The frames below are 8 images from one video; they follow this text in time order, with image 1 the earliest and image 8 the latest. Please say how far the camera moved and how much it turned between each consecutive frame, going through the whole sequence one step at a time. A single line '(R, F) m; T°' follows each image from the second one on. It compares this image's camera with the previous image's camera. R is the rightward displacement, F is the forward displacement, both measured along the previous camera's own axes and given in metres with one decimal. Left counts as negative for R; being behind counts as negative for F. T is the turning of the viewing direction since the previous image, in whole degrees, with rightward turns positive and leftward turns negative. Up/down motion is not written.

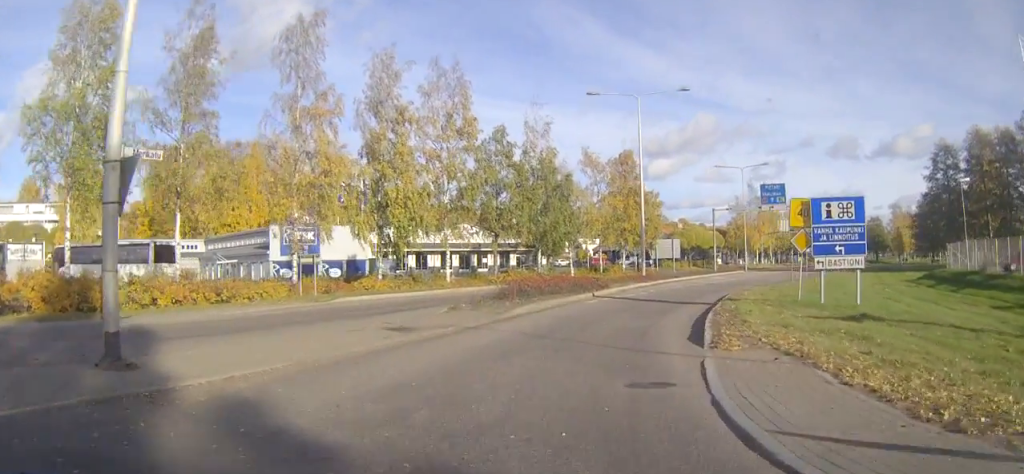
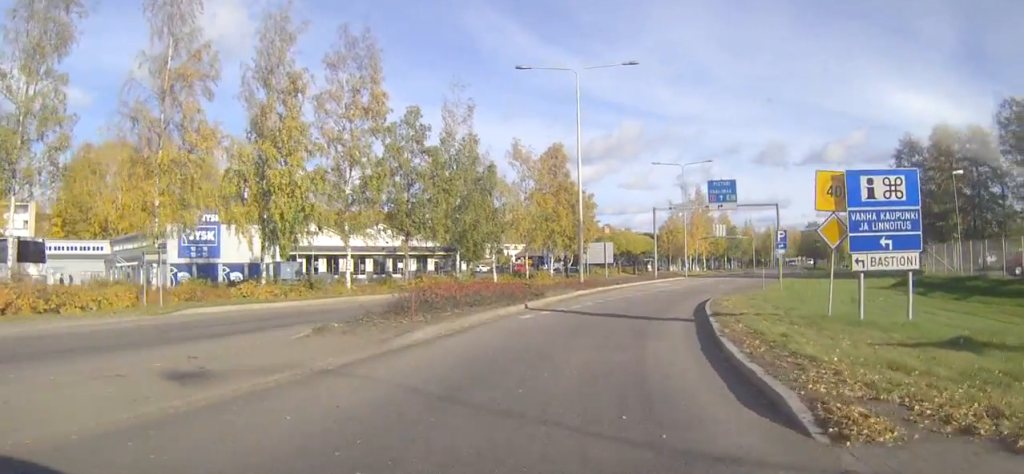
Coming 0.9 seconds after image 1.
(+0.1, +7.3) m; +4°
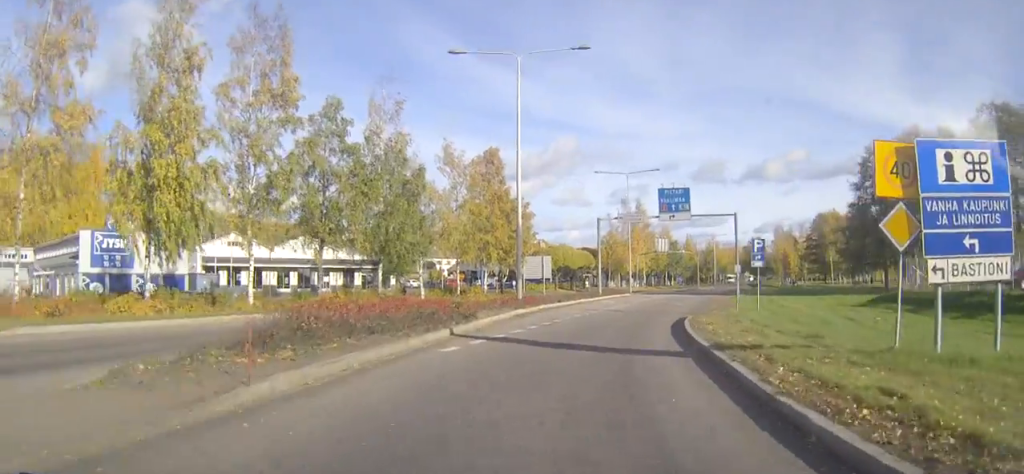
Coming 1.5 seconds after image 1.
(0.0, +5.6) m; +4°
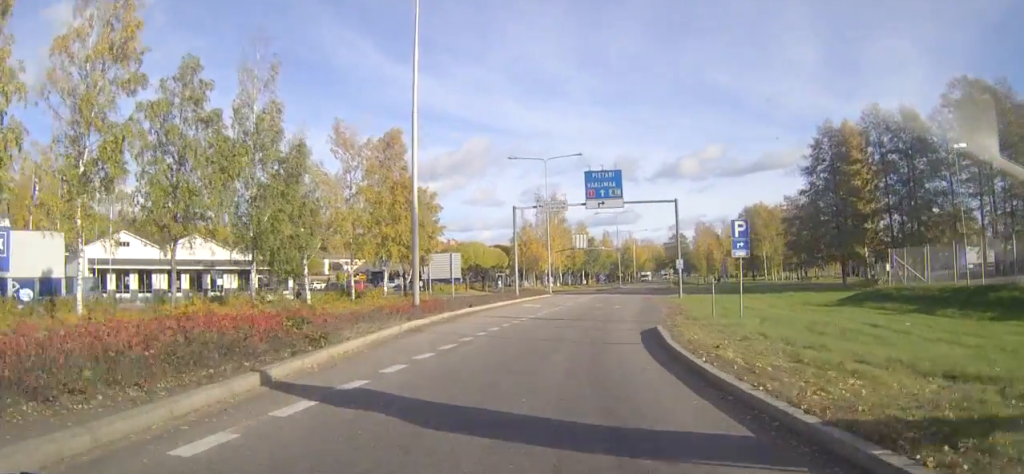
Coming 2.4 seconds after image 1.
(+0.6, +8.3) m; +6°
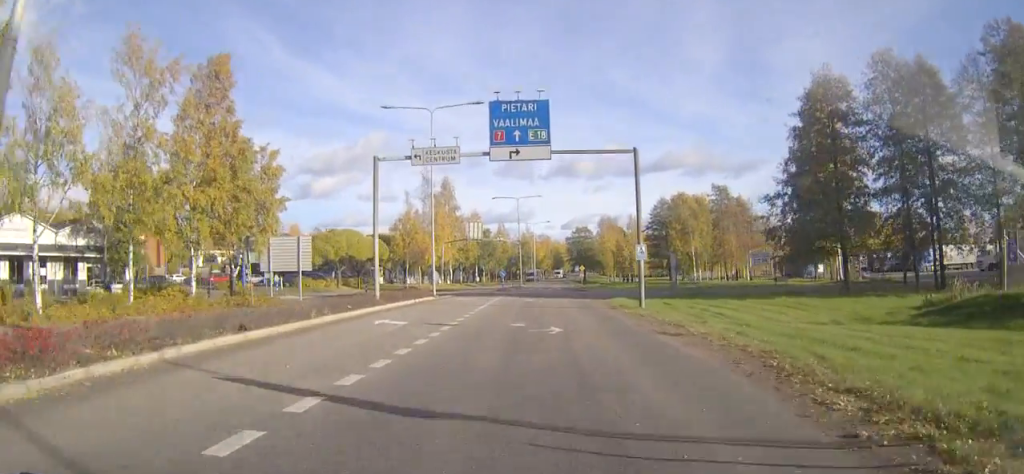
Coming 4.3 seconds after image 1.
(+1.6, +18.7) m; +8°
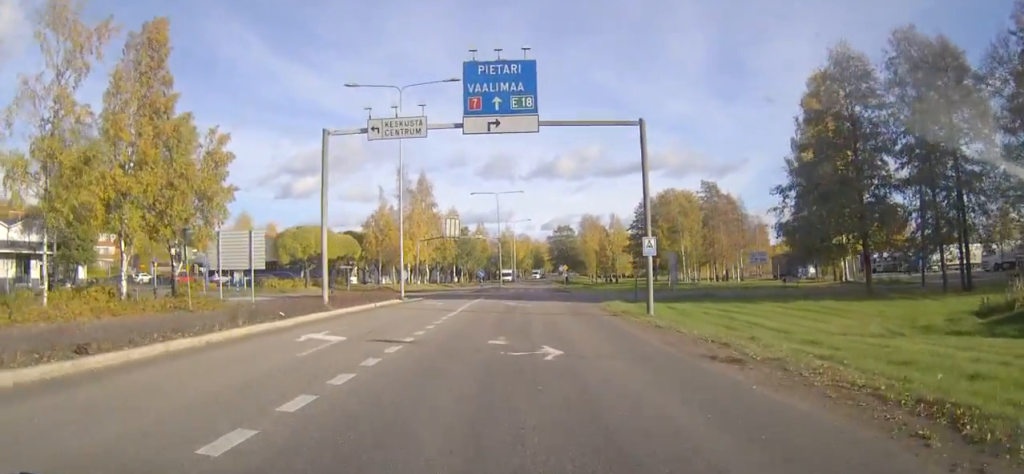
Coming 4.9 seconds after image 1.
(+0.1, +5.8) m; +1°
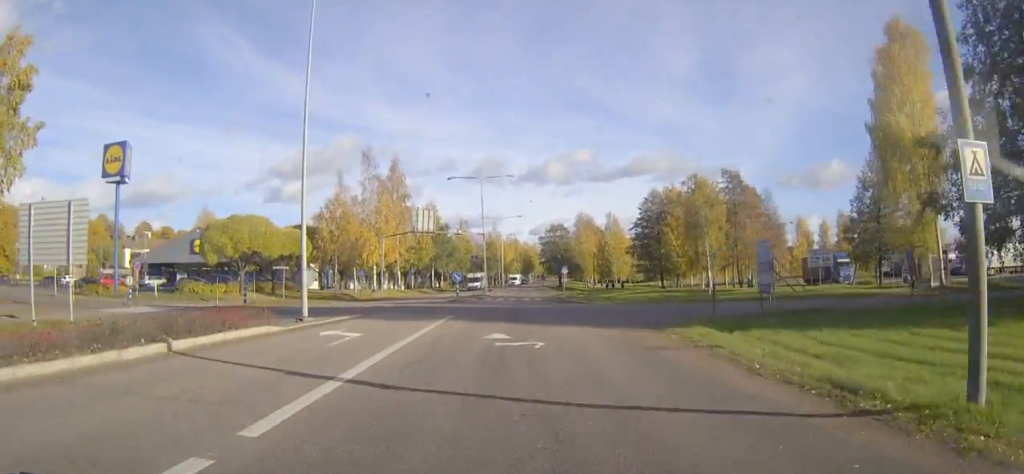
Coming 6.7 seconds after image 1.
(+0.3, +18.9) m; +1°
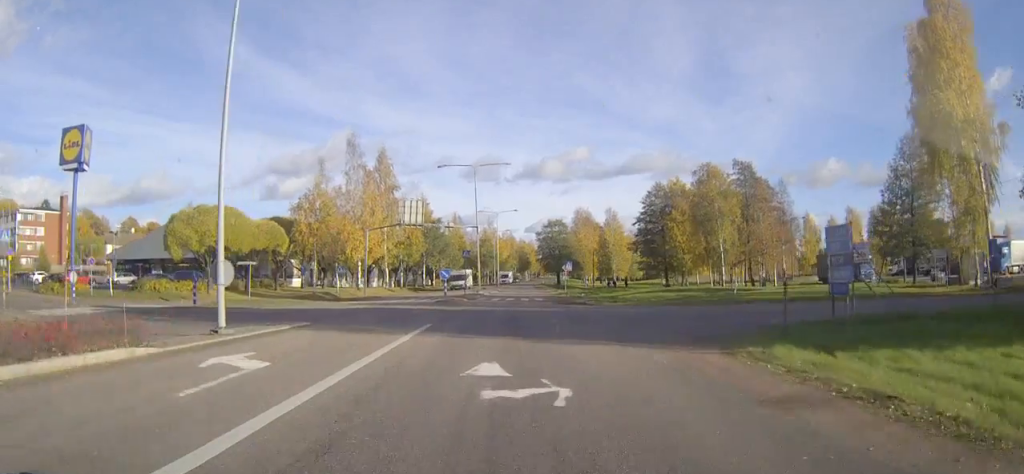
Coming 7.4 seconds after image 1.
(0.0, +7.1) m; +1°
